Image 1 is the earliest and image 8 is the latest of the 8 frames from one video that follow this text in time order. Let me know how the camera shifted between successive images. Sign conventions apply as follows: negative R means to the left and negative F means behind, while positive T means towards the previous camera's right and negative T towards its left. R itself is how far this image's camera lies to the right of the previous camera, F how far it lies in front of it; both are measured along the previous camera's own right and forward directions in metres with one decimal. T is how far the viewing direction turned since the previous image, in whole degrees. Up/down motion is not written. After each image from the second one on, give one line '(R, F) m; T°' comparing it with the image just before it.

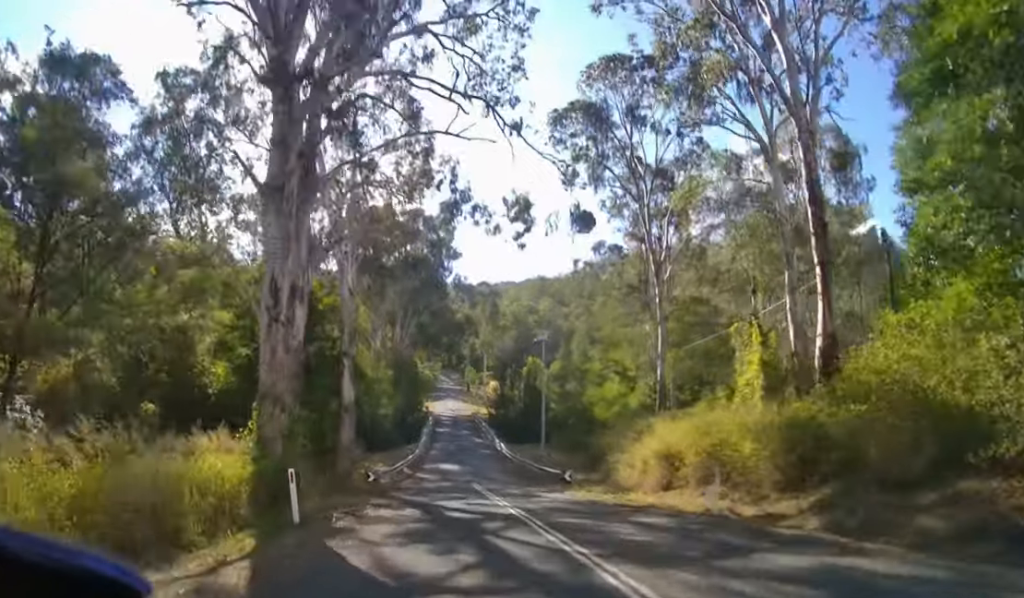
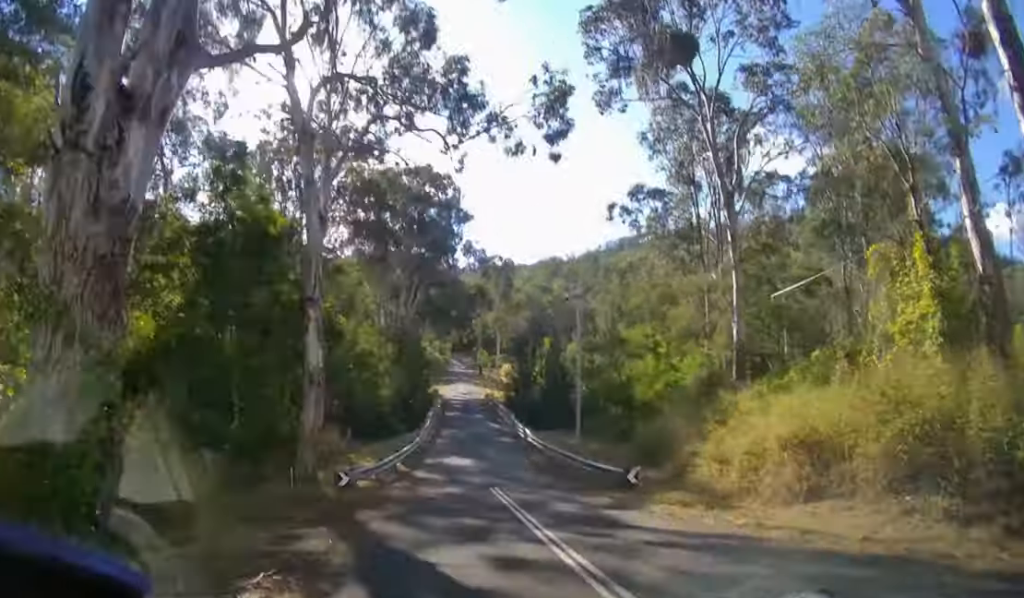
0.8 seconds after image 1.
(0.0, +5.4) m; 0°
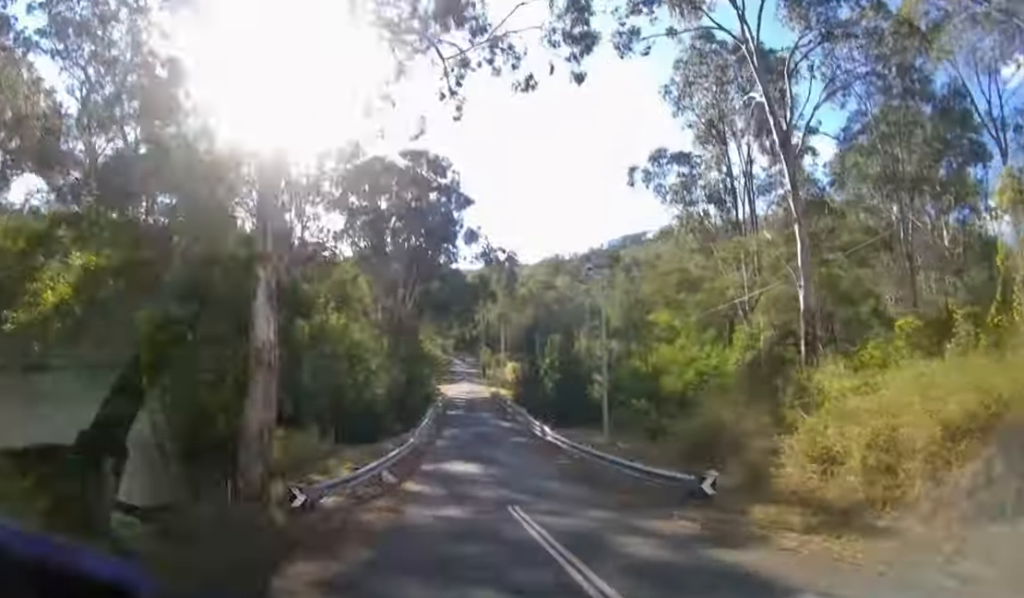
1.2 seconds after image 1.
(0.0, +3.2) m; 0°
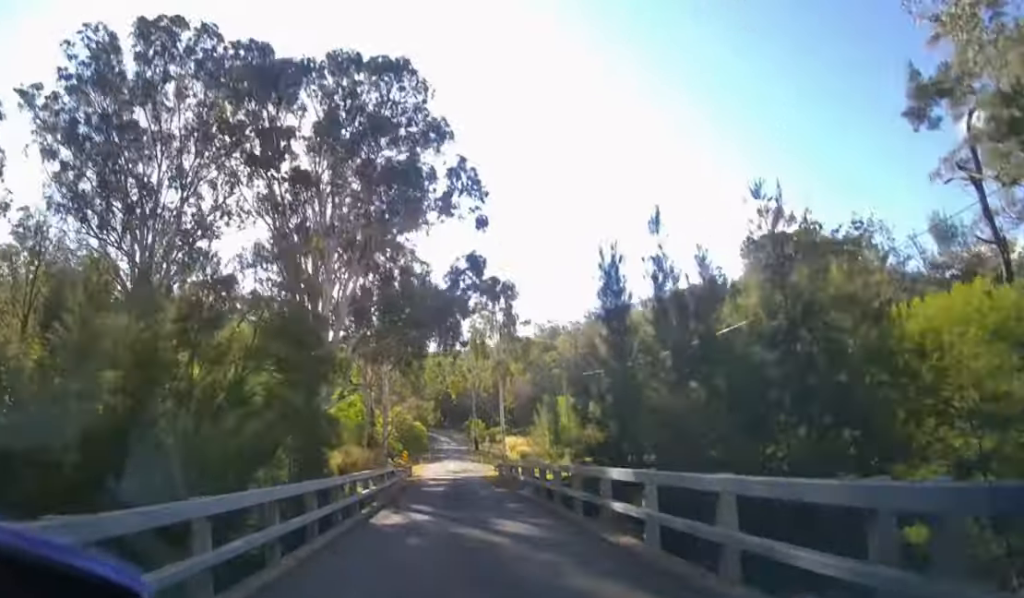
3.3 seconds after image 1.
(+0.6, +20.9) m; +3°
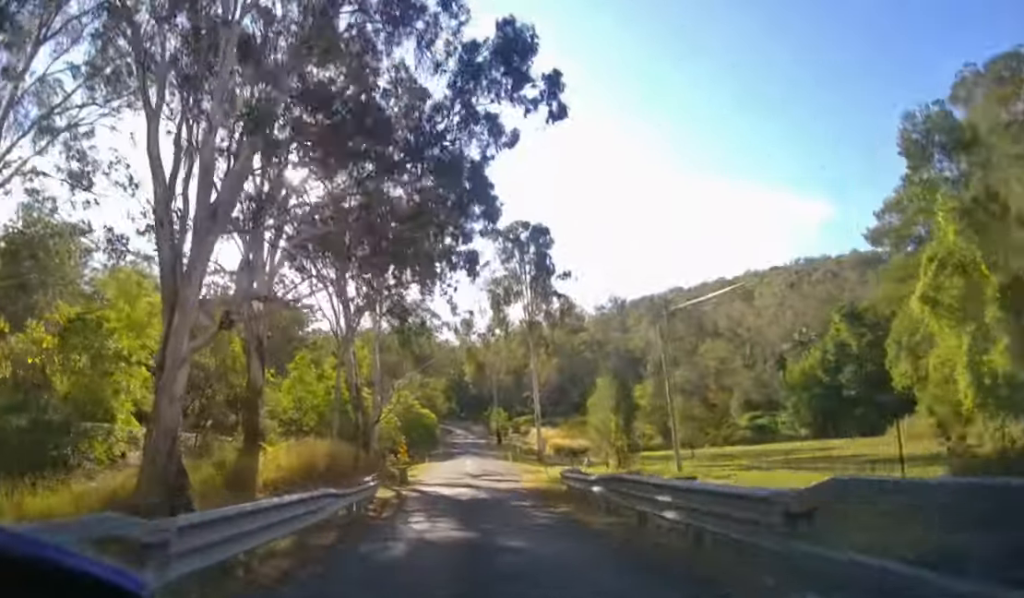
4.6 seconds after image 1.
(-0.2, +18.0) m; -4°
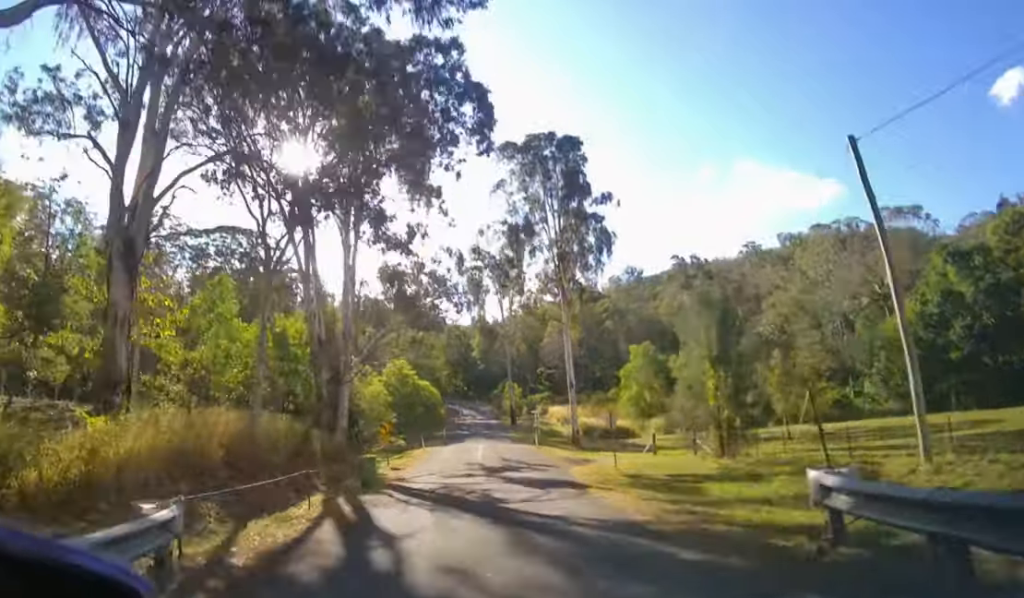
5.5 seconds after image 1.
(-0.5, +14.1) m; -3°
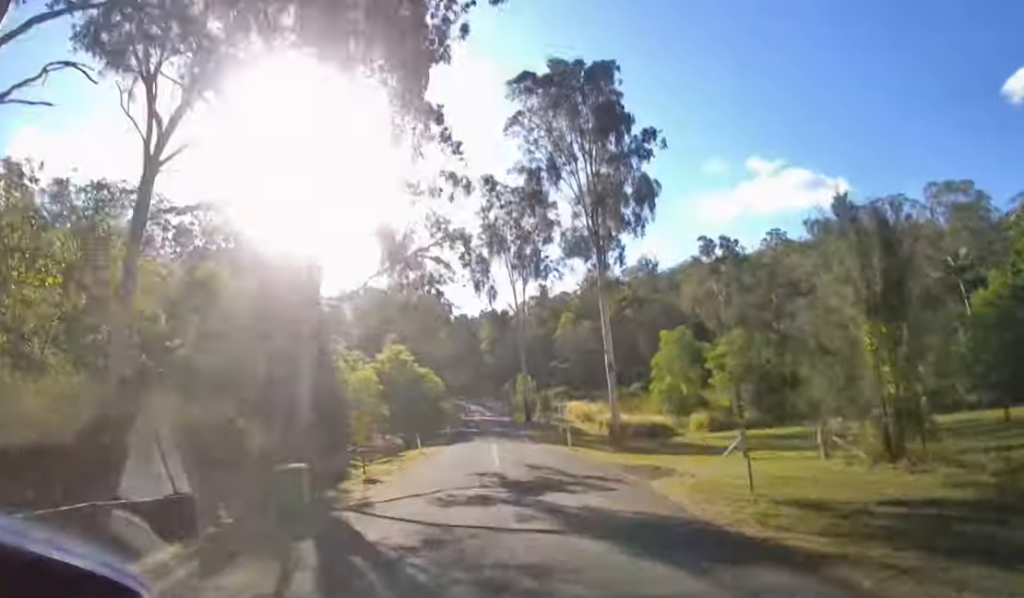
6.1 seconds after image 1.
(-0.2, +10.0) m; -2°
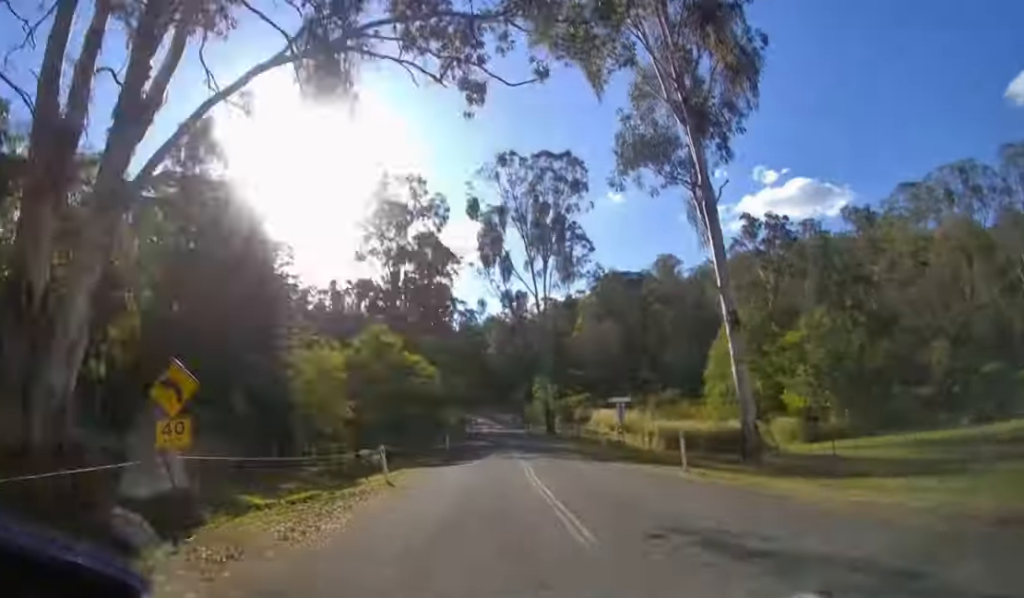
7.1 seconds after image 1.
(-0.2, +14.5) m; -1°
